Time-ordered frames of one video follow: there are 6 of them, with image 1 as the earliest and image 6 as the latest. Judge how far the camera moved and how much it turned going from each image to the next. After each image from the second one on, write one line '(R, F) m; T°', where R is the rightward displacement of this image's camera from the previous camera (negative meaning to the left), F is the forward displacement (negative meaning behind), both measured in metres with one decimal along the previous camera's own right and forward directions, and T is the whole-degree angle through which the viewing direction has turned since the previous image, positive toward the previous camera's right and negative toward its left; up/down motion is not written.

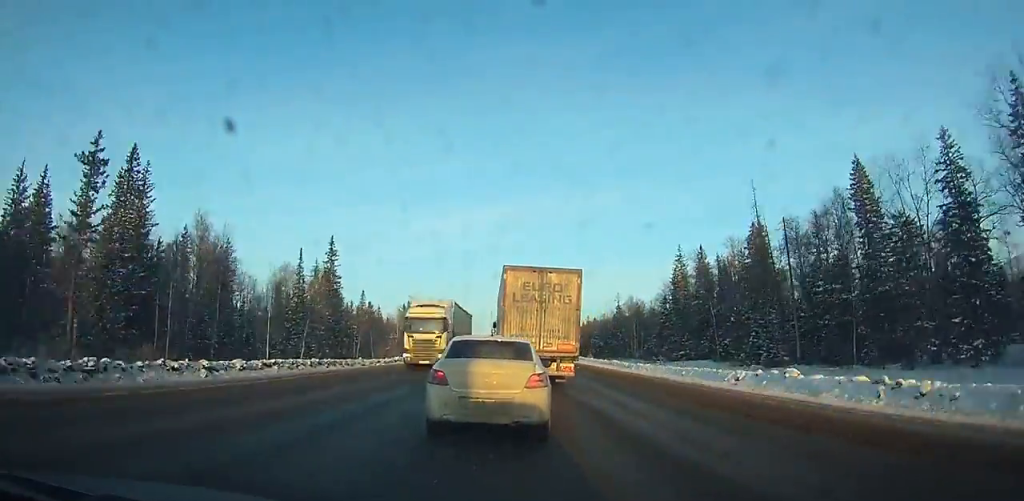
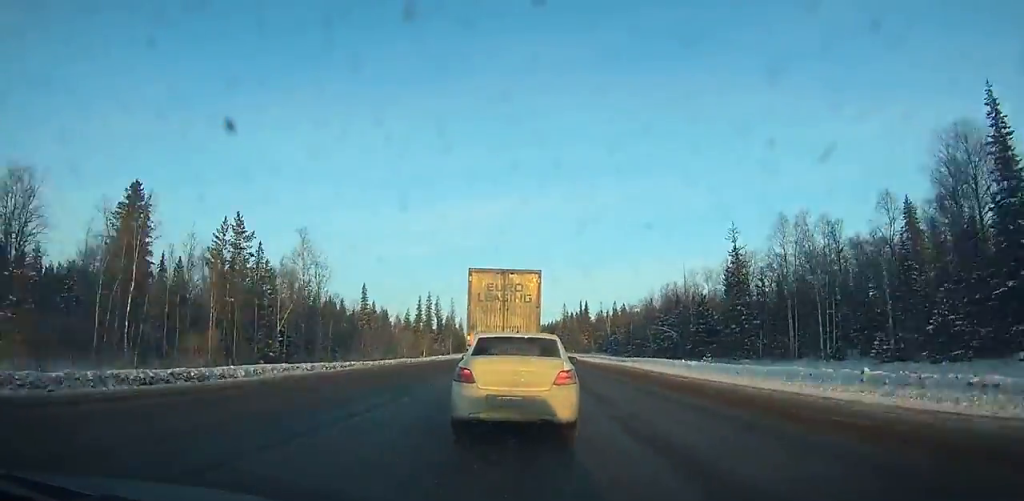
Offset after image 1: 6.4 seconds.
(-0.2, +89.0) m; 0°
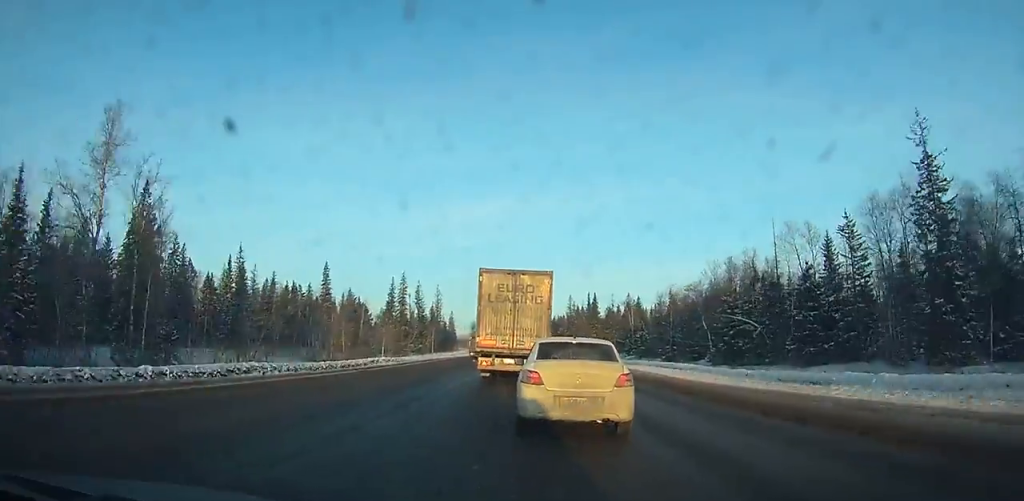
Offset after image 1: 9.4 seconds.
(-0.1, +42.4) m; 0°
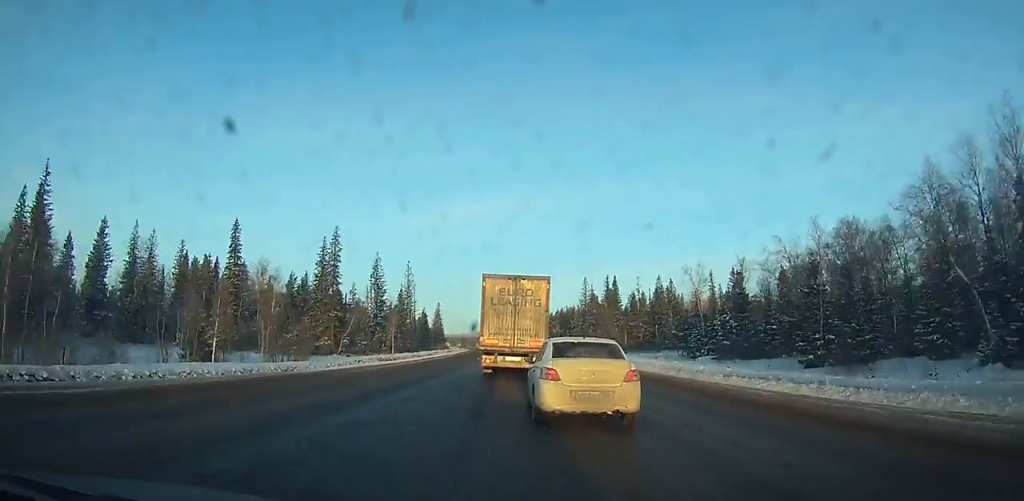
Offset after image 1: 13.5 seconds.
(-0.1, +59.3) m; -1°
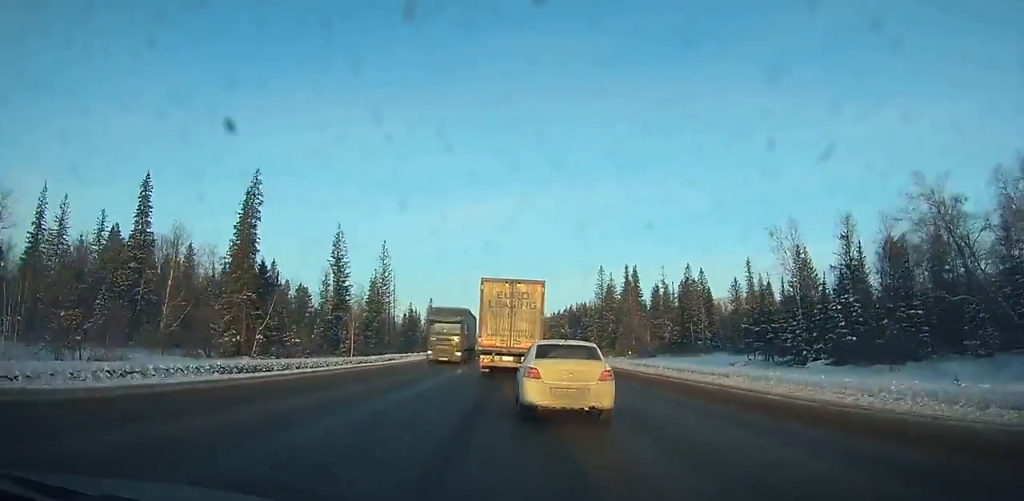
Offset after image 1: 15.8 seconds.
(-0.2, +34.6) m; -1°
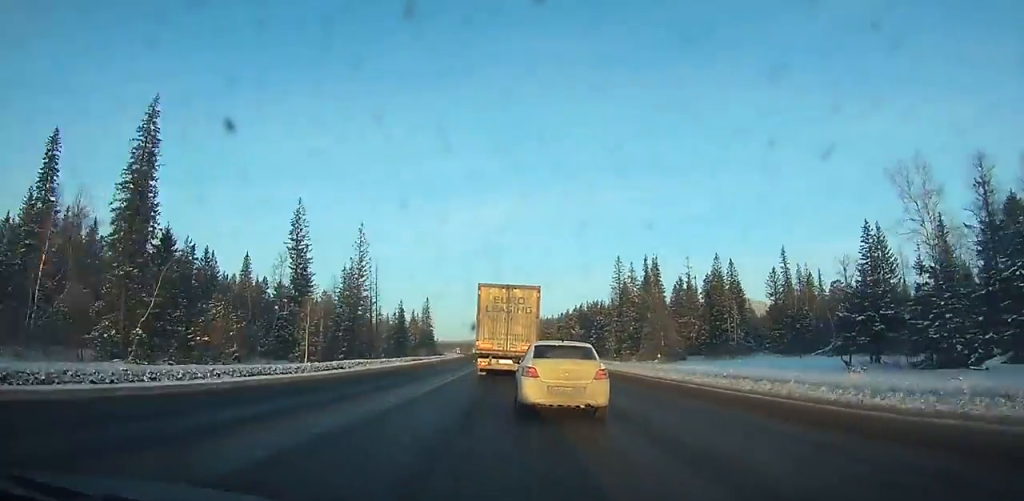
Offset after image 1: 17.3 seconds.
(0.0, +23.0) m; -1°
